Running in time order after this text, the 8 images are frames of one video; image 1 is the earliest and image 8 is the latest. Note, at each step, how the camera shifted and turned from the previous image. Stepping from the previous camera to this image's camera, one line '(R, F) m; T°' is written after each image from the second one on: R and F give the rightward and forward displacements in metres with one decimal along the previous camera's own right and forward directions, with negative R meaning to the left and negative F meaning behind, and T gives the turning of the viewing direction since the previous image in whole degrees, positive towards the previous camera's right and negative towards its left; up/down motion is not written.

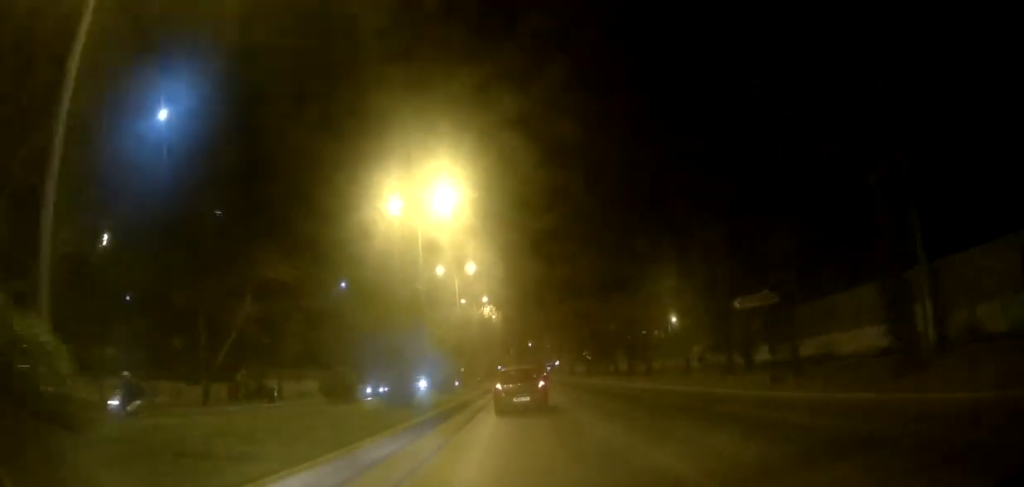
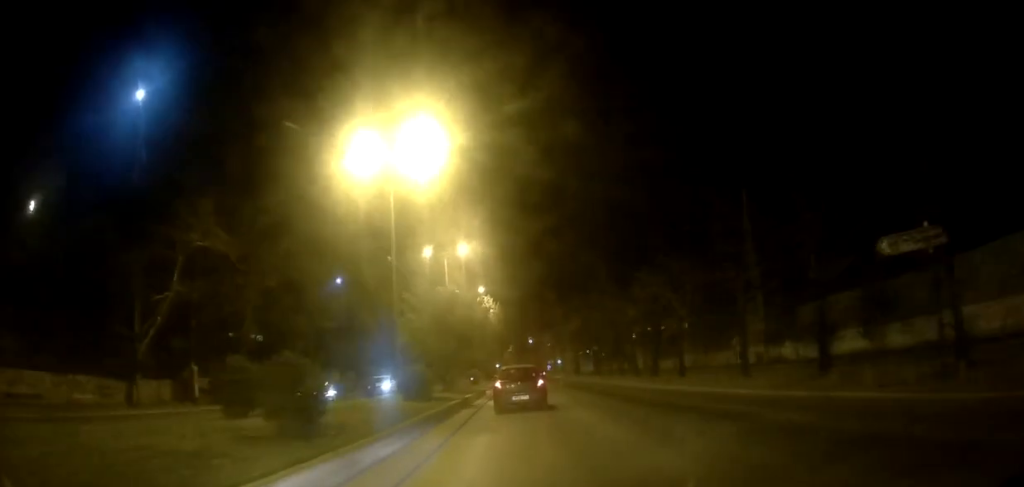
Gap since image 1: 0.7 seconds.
(-0.1, +8.2) m; 0°
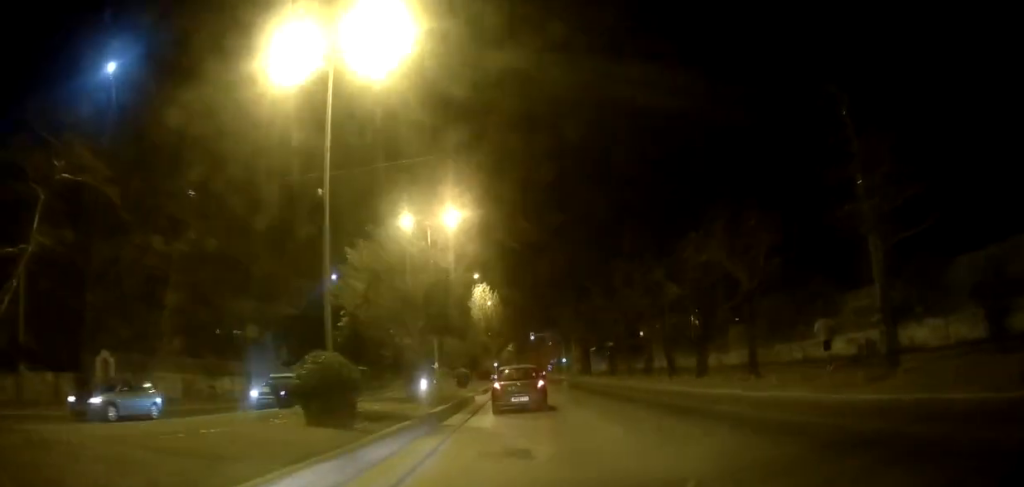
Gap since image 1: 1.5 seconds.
(0.0, +9.6) m; +1°
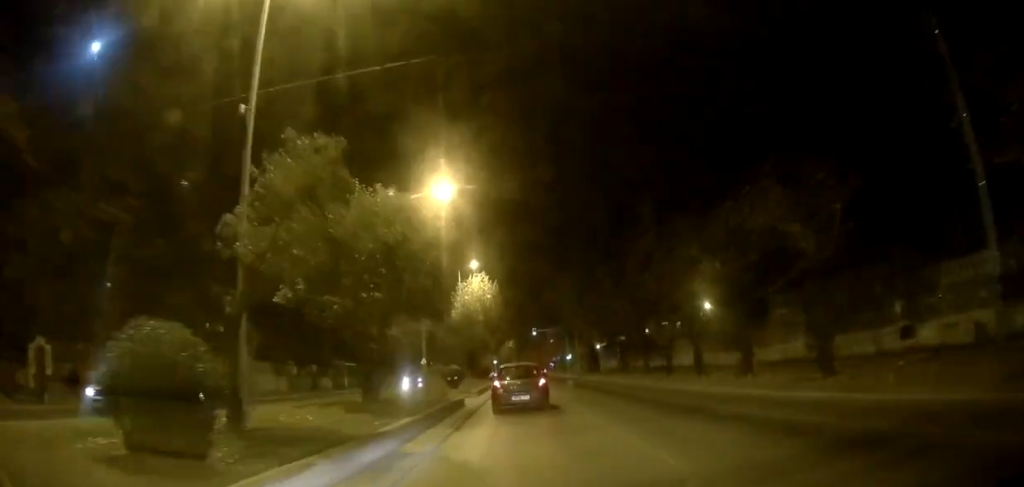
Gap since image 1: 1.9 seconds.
(0.0, +5.3) m; 0°
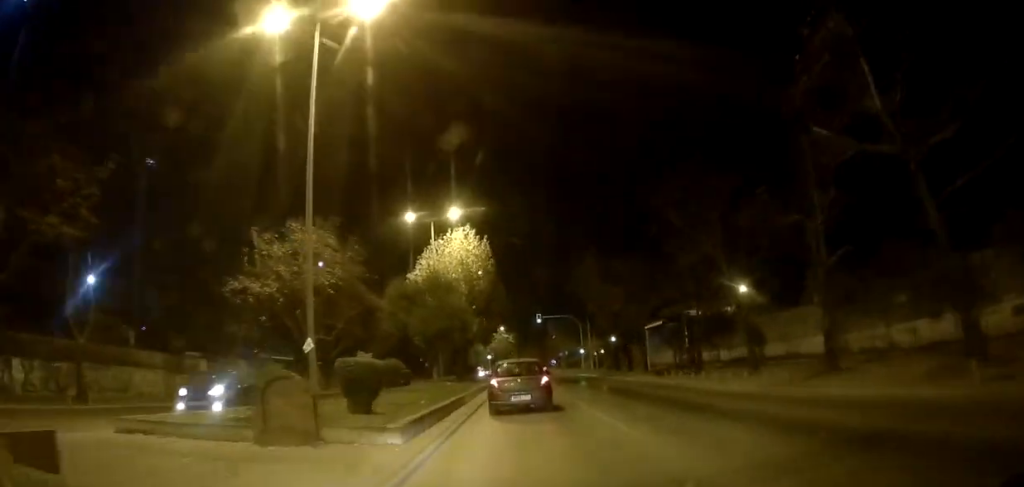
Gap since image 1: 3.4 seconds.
(+0.1, +18.5) m; -1°
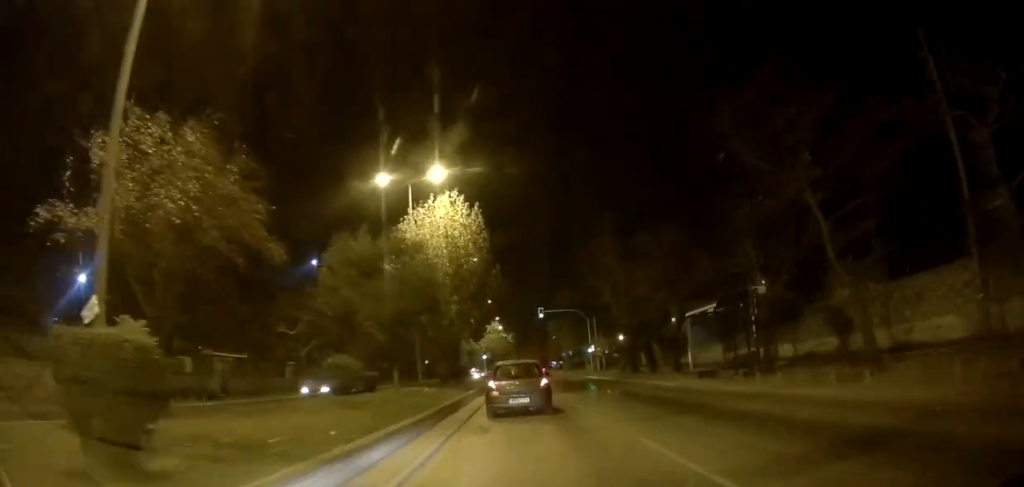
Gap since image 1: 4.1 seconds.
(-0.1, +9.3) m; 0°
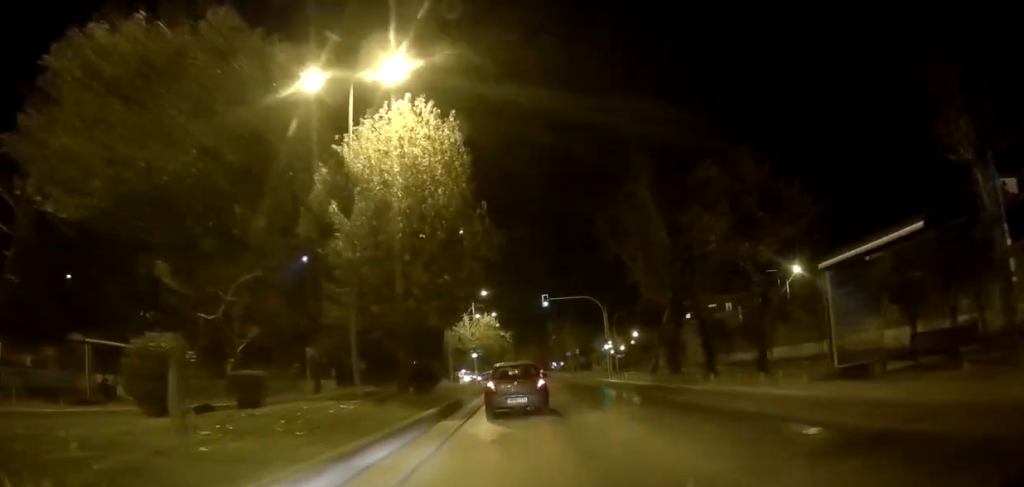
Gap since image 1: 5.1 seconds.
(+0.1, +12.9) m; 0°
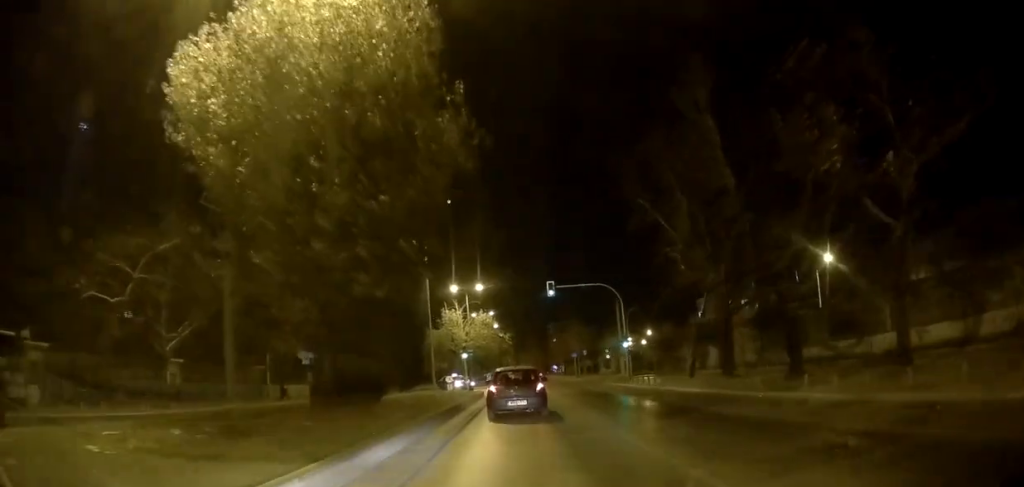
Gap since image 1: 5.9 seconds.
(0.0, +8.4) m; 0°
